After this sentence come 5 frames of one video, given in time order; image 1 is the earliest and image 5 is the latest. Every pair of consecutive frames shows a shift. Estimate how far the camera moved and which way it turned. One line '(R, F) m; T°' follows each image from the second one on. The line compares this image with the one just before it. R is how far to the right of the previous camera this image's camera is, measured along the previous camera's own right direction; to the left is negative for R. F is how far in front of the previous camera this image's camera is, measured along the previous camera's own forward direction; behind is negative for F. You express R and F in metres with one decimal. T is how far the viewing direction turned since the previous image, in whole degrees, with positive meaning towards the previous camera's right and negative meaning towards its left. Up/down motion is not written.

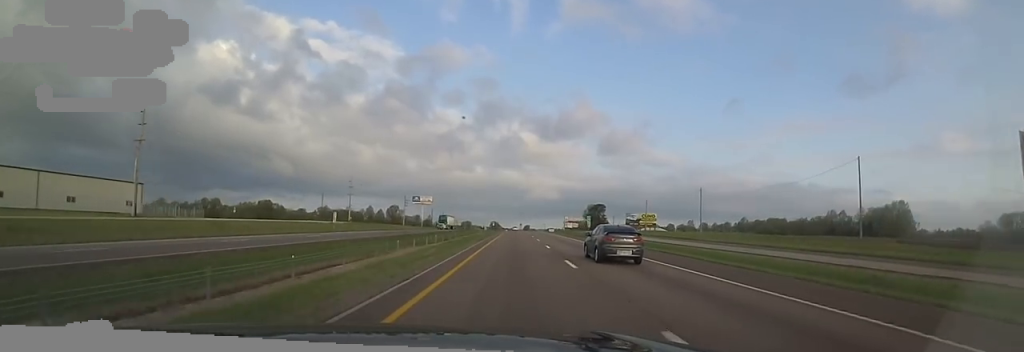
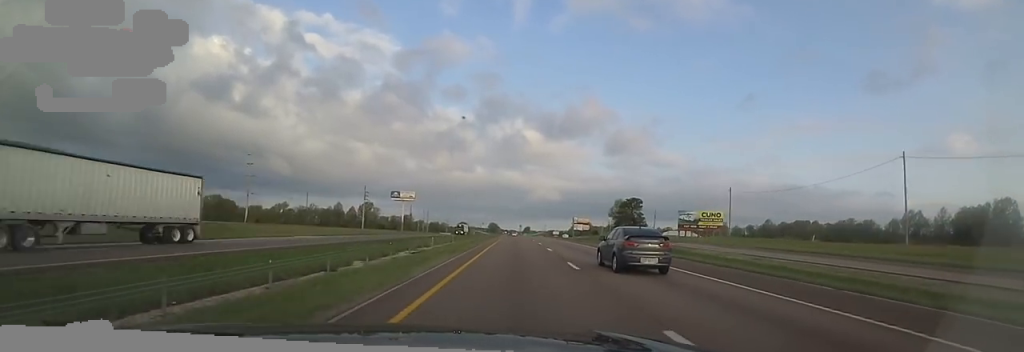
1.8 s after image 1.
(-0.6, +61.2) m; -1°
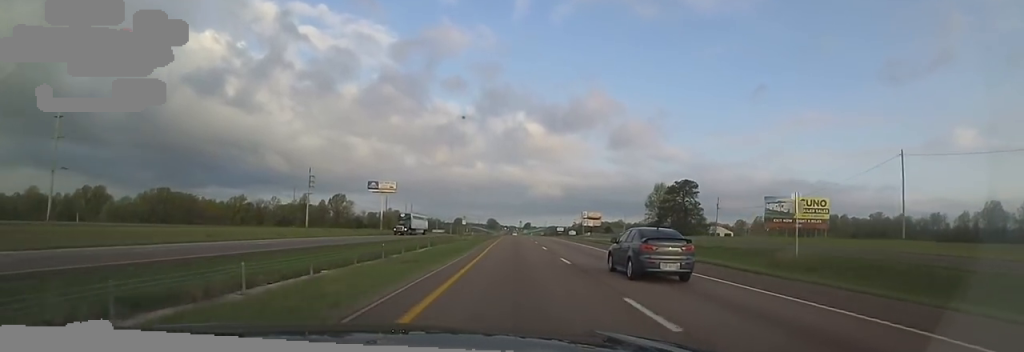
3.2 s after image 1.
(+0.4, +45.7) m; 0°
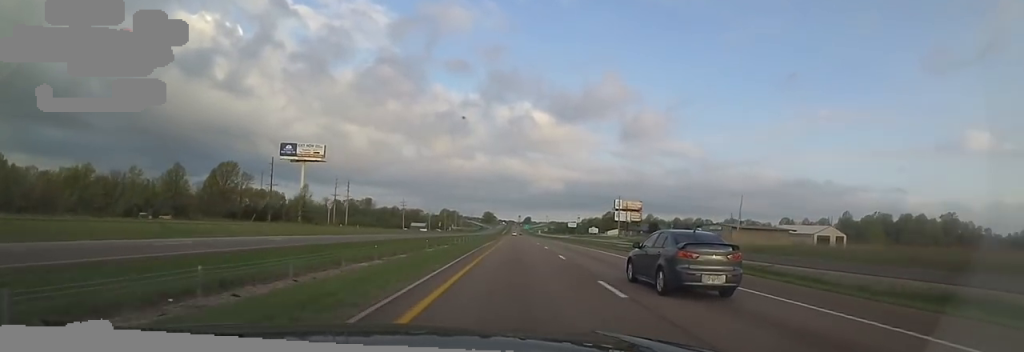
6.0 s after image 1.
(+1.4, +94.3) m; +2°
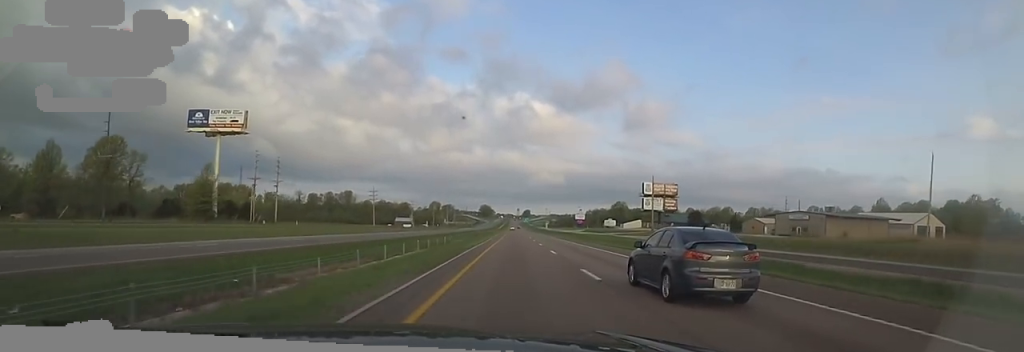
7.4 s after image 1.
(-1.2, +44.8) m; -1°
